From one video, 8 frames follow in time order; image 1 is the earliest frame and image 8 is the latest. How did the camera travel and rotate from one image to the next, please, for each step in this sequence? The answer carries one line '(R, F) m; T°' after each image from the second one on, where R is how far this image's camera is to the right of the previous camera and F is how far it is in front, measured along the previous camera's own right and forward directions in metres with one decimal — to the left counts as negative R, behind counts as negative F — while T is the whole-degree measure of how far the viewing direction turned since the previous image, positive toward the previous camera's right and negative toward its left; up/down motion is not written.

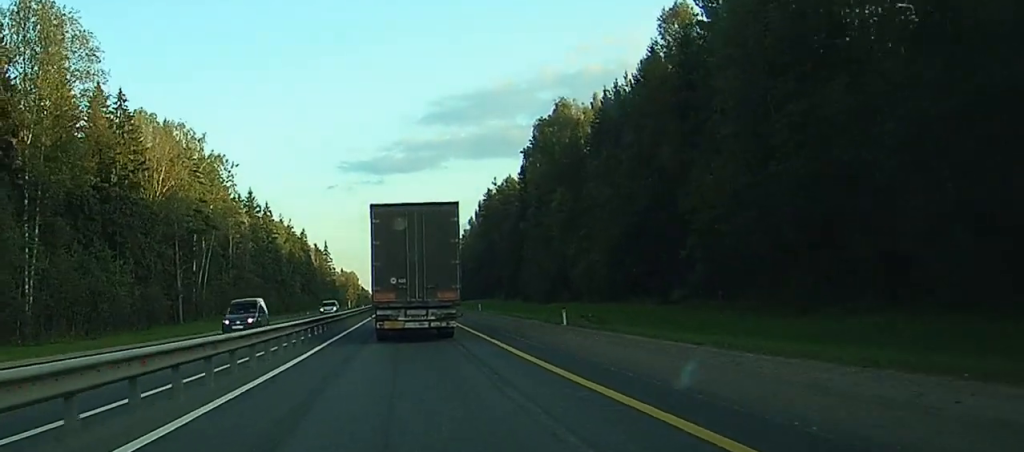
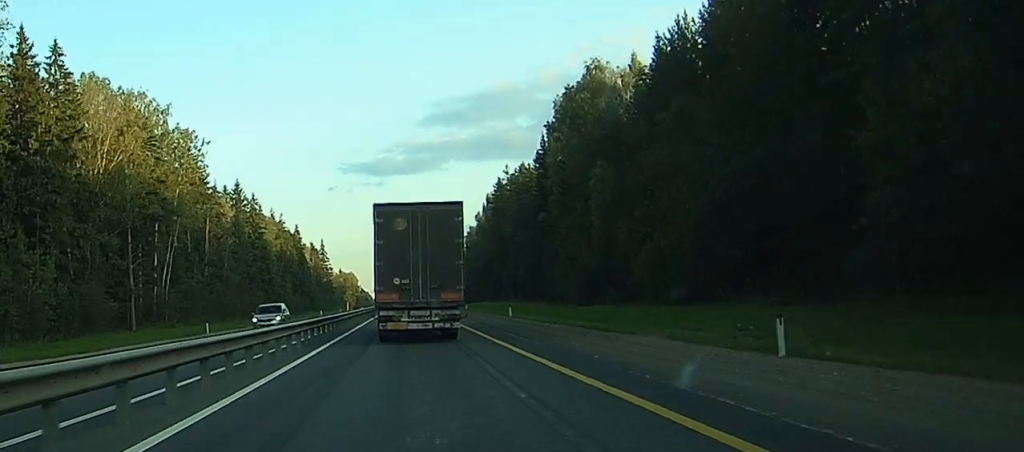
(0.0, +15.1) m; 0°
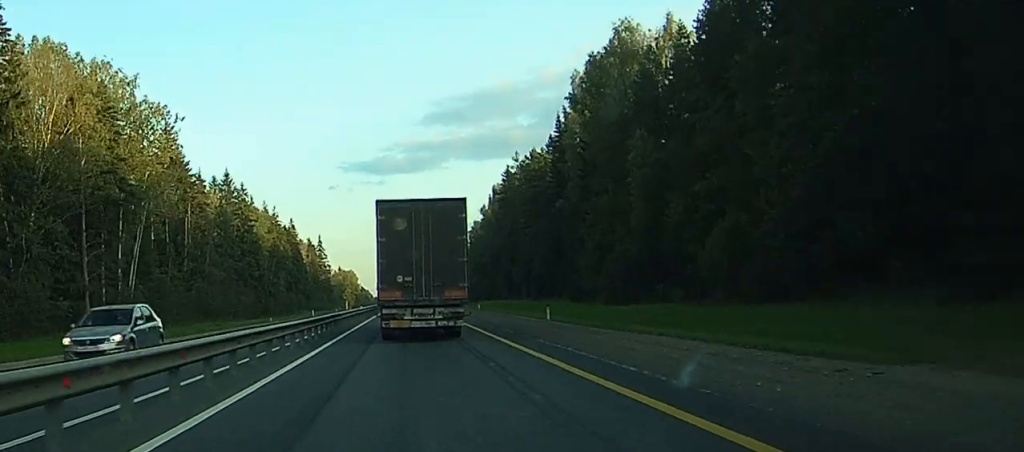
(0.0, +10.4) m; 0°
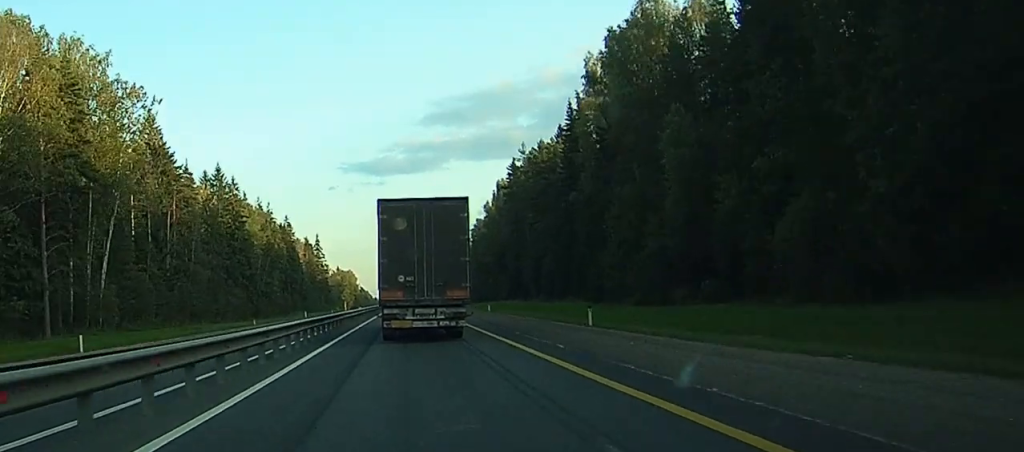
(0.0, +7.8) m; 0°
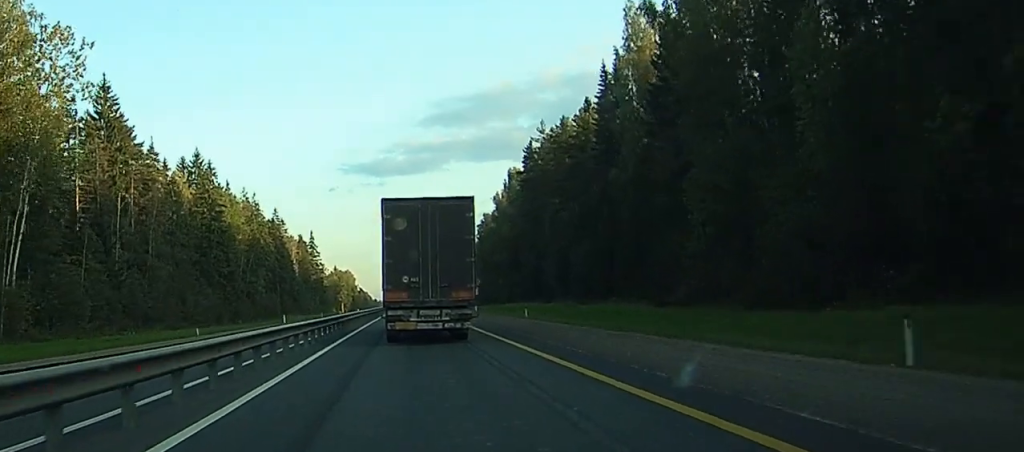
(0.0, +18.5) m; 0°
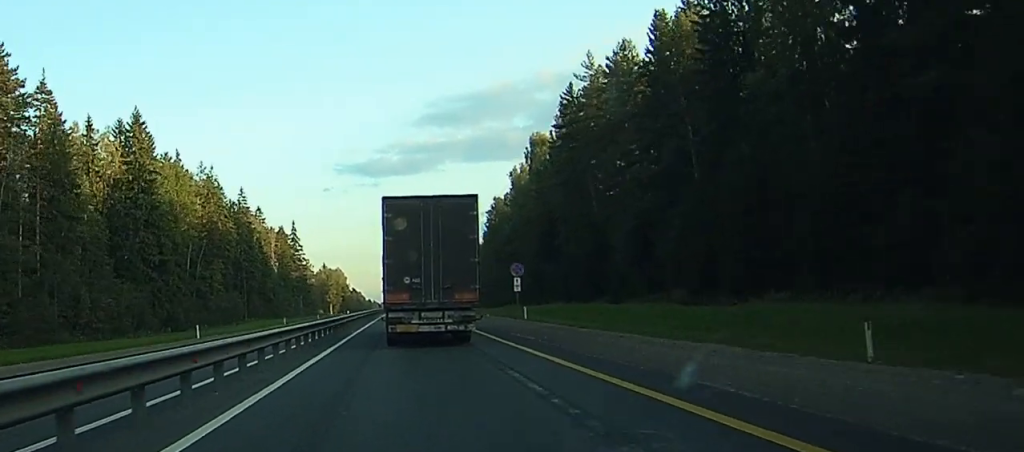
(-0.1, +37.5) m; 0°
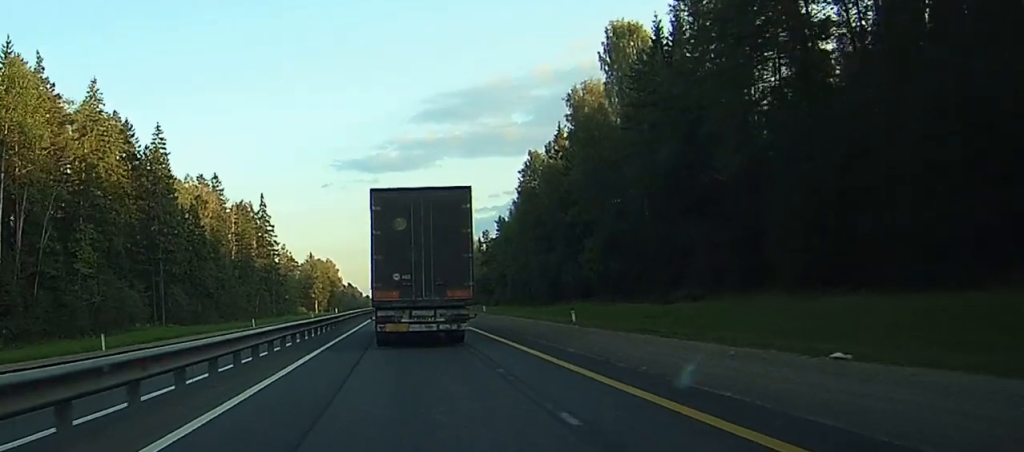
(-0.1, +63.7) m; 0°
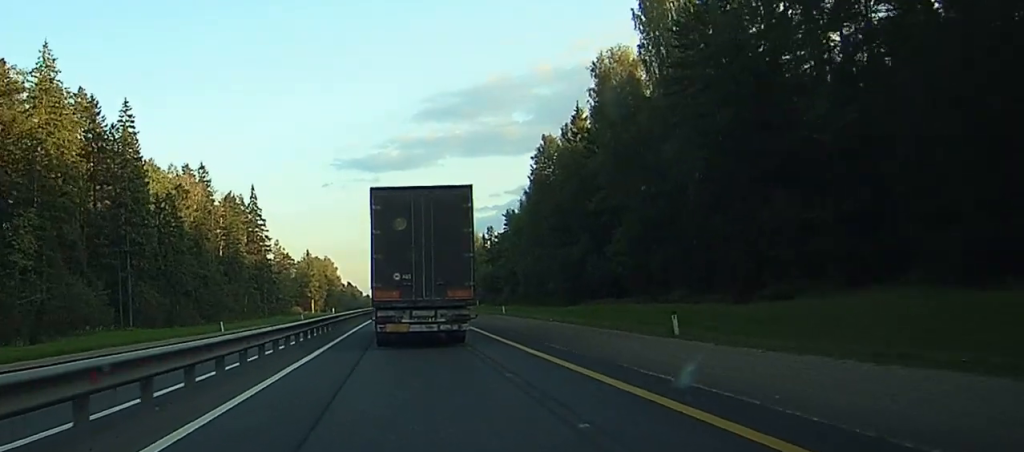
(0.0, +15.5) m; 0°
